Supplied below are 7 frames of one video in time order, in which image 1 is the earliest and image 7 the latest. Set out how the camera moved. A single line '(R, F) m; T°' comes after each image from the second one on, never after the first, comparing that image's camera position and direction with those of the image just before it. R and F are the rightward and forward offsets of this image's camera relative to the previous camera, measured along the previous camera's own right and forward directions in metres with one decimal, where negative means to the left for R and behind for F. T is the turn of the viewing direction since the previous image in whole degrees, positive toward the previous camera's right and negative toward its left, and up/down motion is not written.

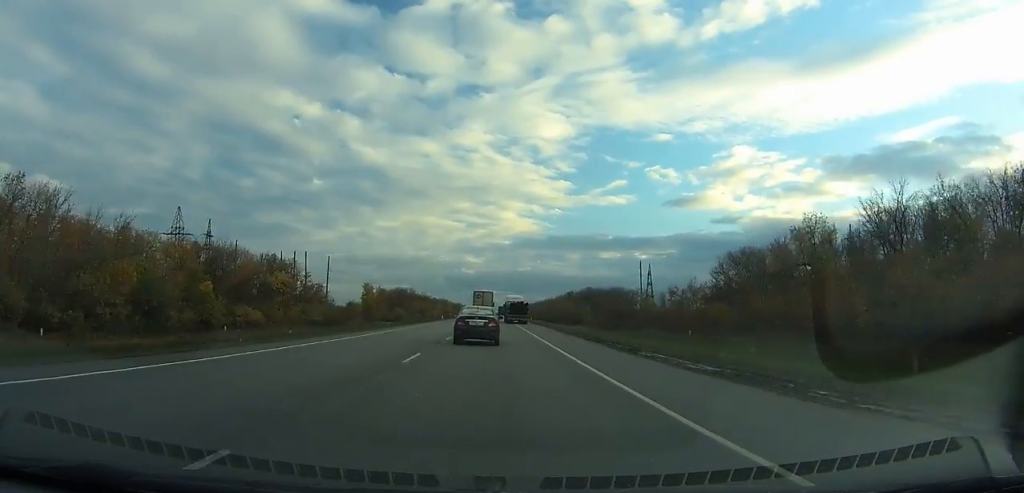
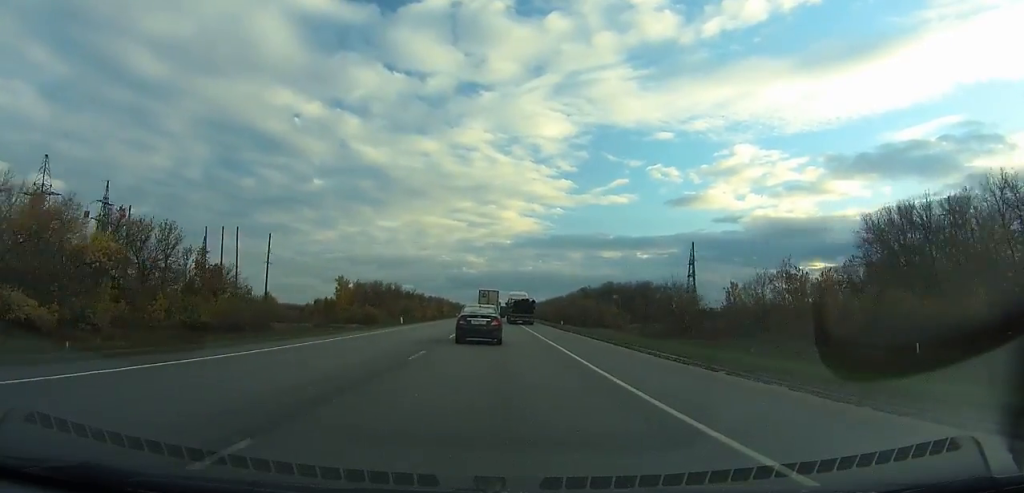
(+0.1, +49.9) m; 0°
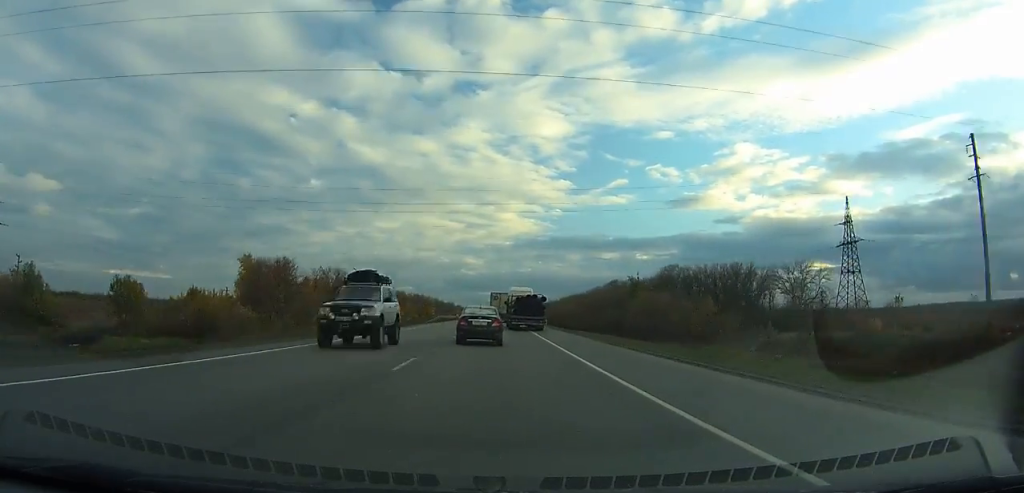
(0.0, +89.8) m; 0°
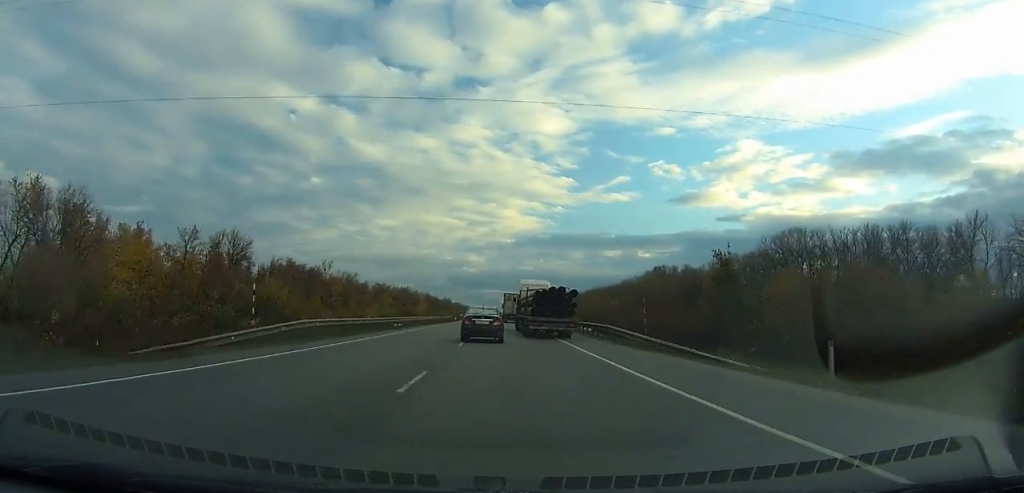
(-0.1, +62.4) m; 0°
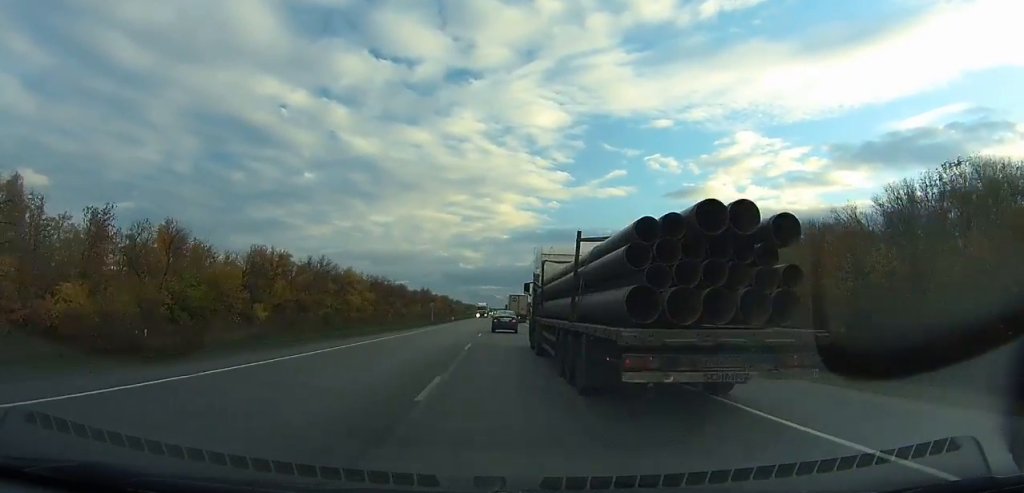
(-0.1, +124.1) m; 0°
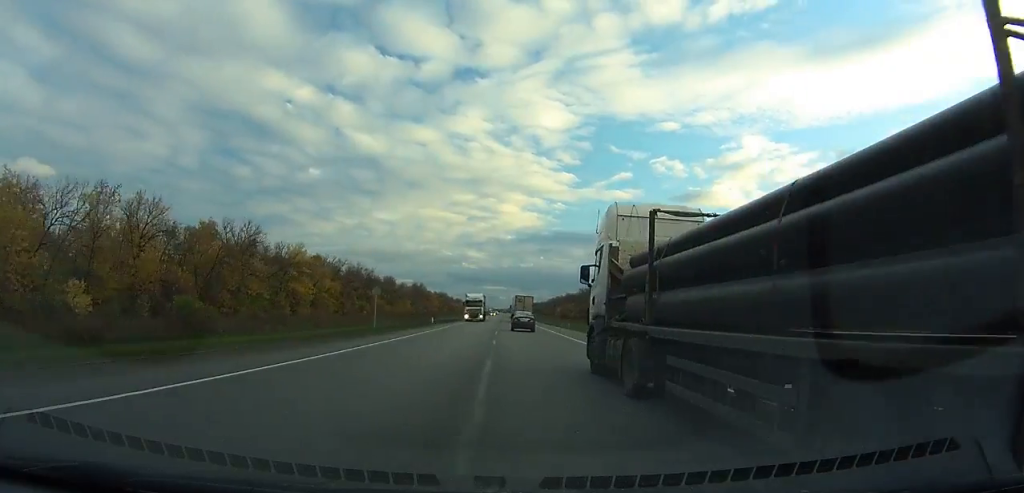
(-0.2, +47.6) m; 0°
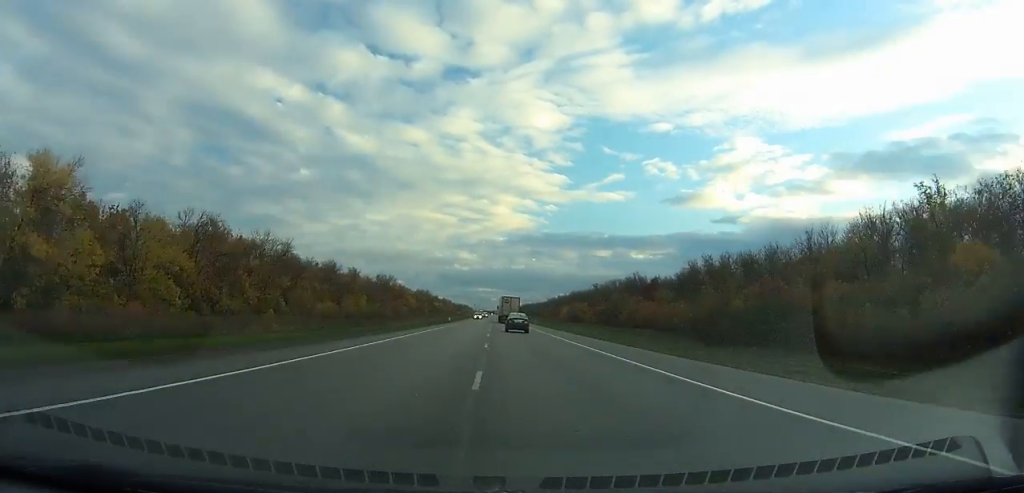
(+0.3, +62.6) m; +1°
